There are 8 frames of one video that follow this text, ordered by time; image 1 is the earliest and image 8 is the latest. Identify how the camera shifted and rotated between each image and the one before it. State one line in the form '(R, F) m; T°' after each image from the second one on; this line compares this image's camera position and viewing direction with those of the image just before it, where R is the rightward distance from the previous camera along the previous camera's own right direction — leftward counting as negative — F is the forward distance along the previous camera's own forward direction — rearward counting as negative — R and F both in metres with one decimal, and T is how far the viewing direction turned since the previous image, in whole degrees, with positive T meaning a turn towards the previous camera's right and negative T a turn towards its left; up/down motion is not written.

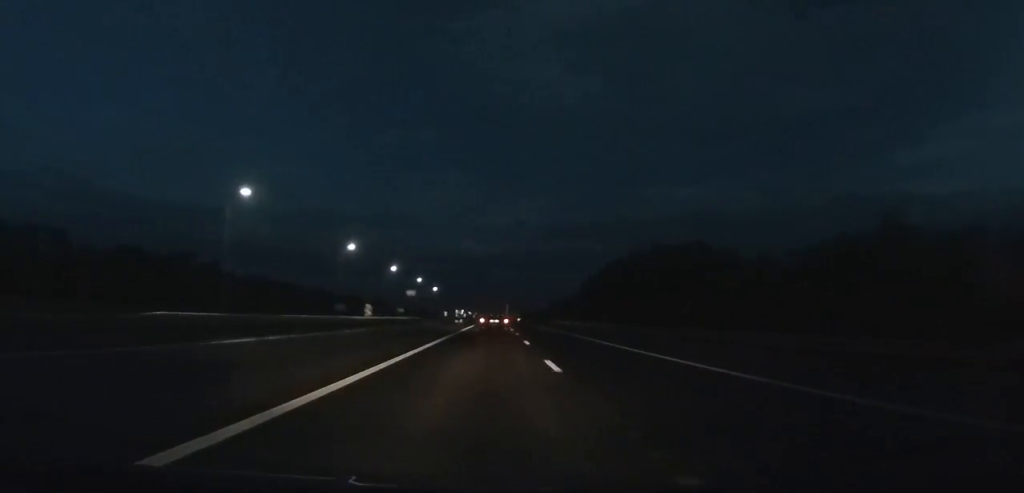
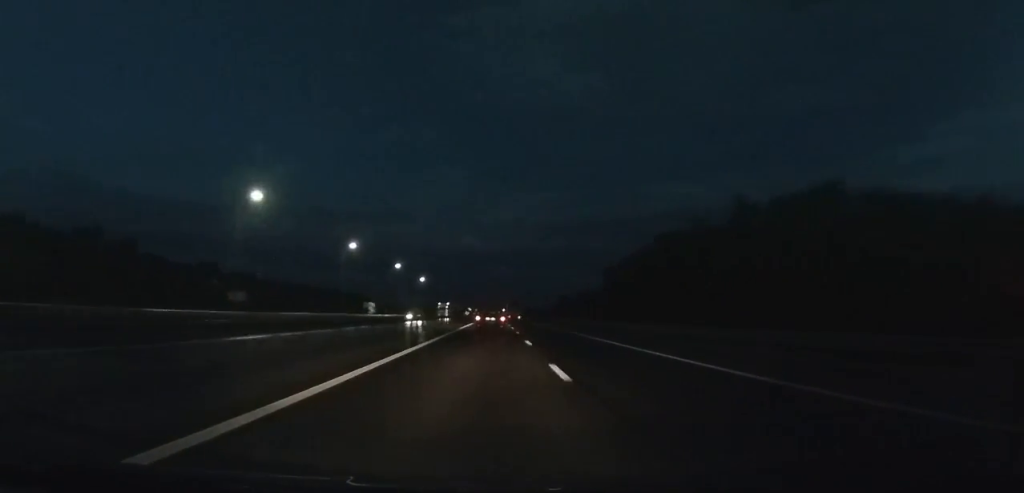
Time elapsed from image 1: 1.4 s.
(0.0, +35.4) m; 0°
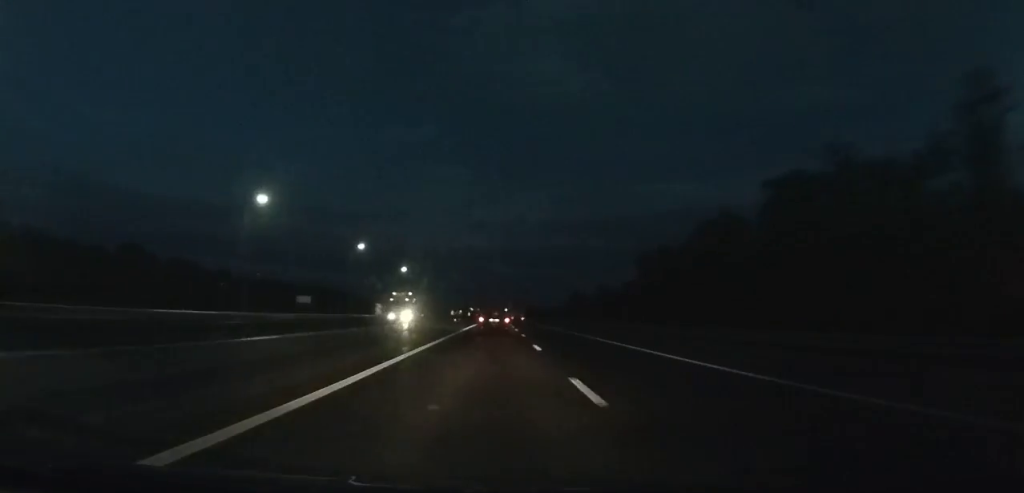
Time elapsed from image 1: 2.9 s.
(-0.1, +38.2) m; 0°
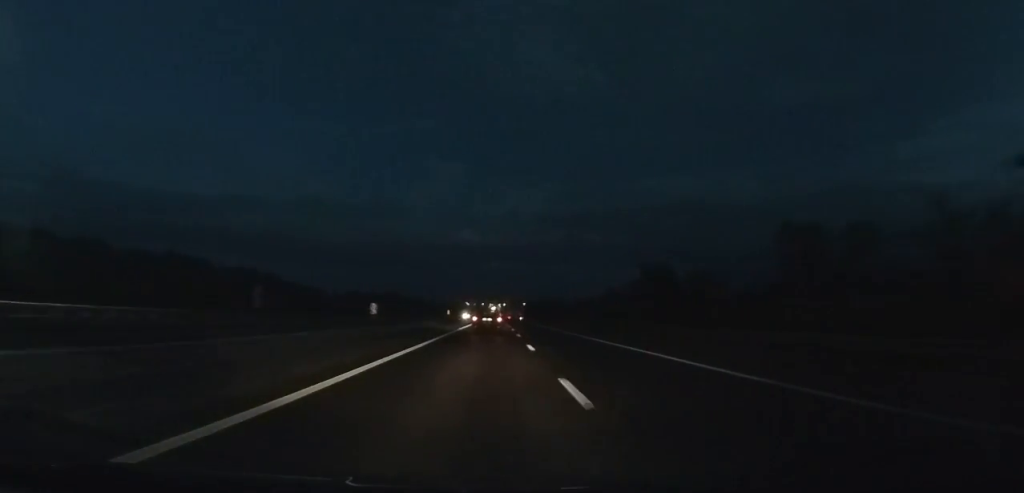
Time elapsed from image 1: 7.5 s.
(-0.1, +117.6) m; 0°
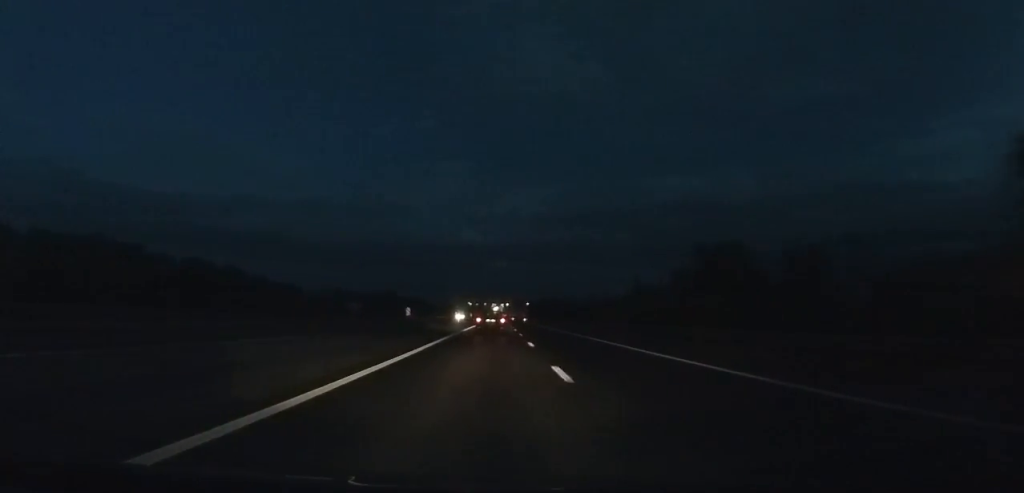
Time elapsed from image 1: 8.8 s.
(+0.1, +33.4) m; 0°
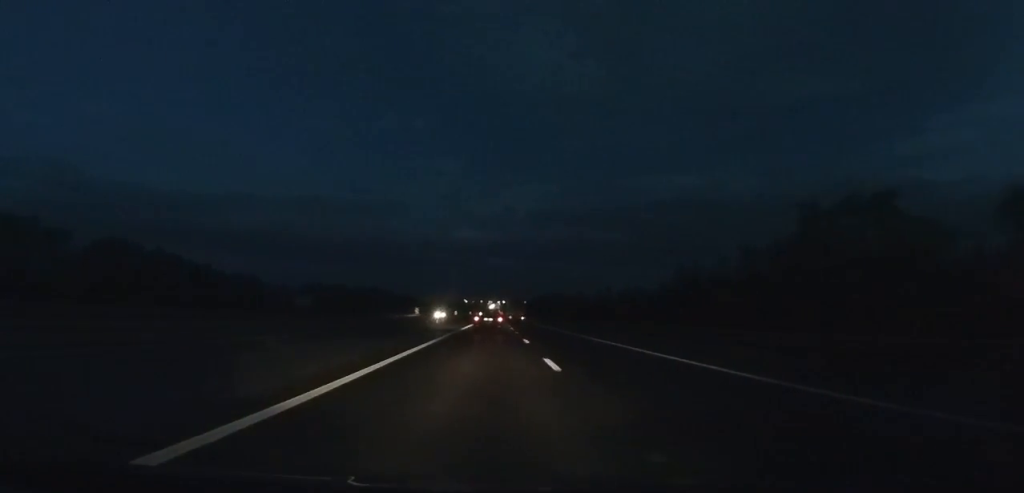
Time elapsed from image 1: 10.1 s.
(0.0, +33.5) m; 0°
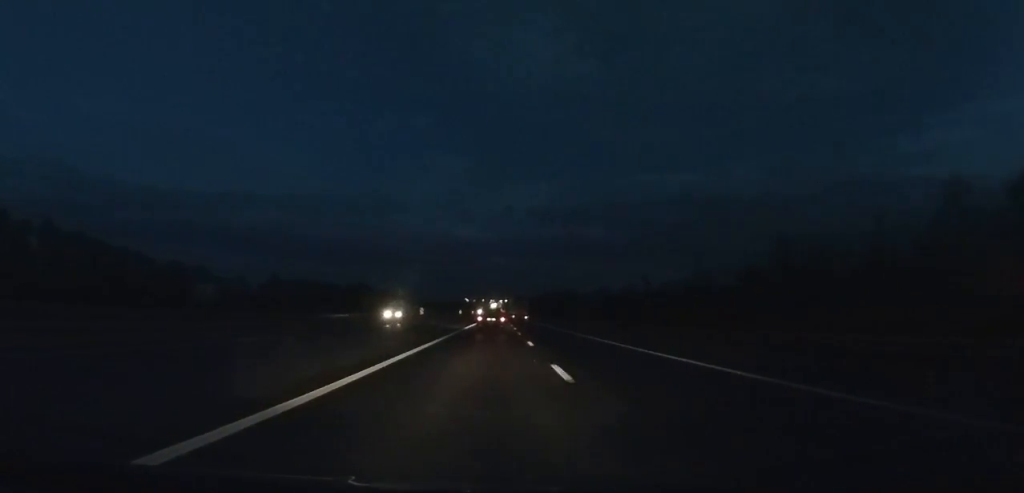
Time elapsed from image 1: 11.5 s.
(-0.1, +36.4) m; 0°
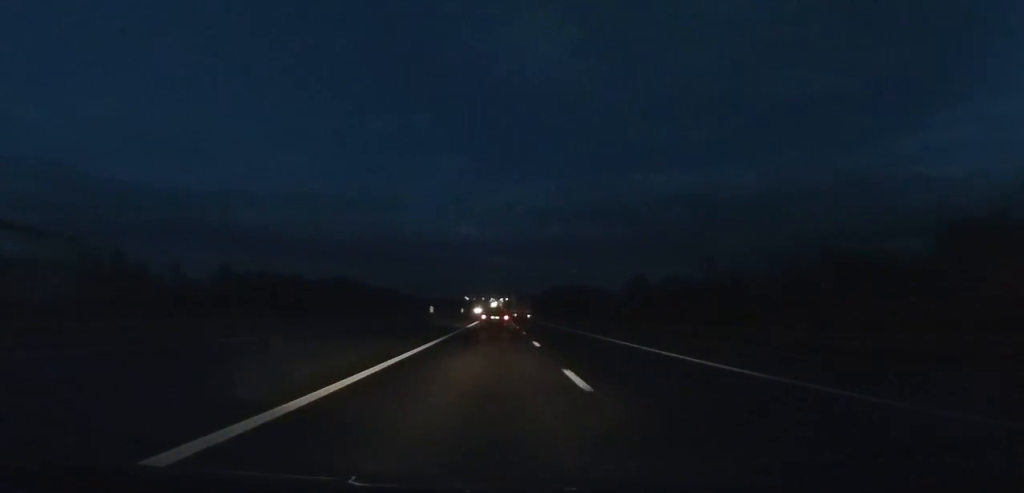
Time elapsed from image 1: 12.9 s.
(-0.1, +36.5) m; 0°
